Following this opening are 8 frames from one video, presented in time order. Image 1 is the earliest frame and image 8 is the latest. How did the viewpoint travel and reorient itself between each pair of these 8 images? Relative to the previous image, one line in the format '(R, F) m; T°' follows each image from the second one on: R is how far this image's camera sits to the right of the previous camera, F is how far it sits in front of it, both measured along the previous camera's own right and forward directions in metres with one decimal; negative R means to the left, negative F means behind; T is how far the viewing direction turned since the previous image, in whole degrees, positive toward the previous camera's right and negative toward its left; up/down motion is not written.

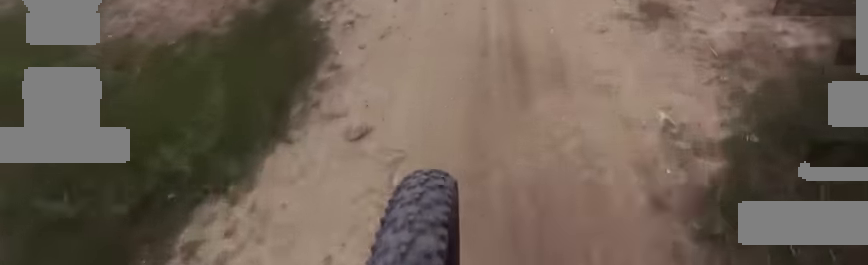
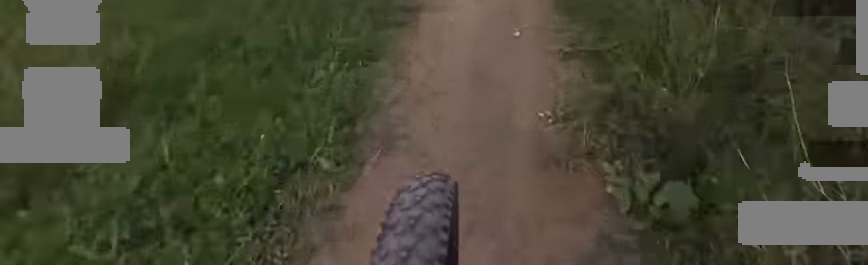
(+0.3, +6.4) m; 0°
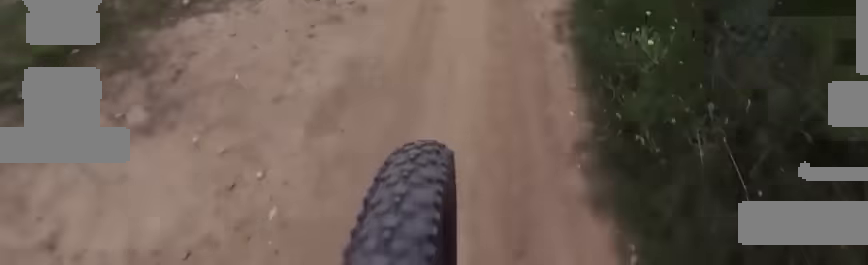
(-0.2, +13.6) m; -2°
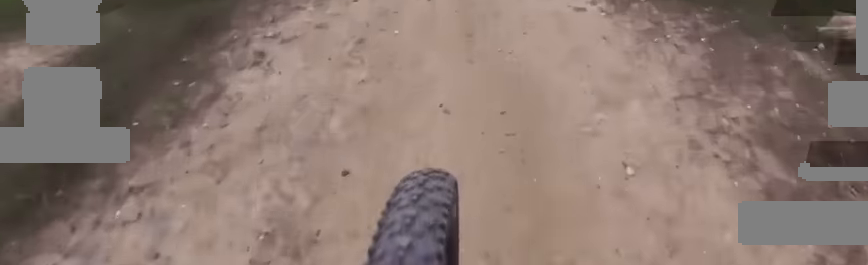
(+0.3, +4.2) m; -3°
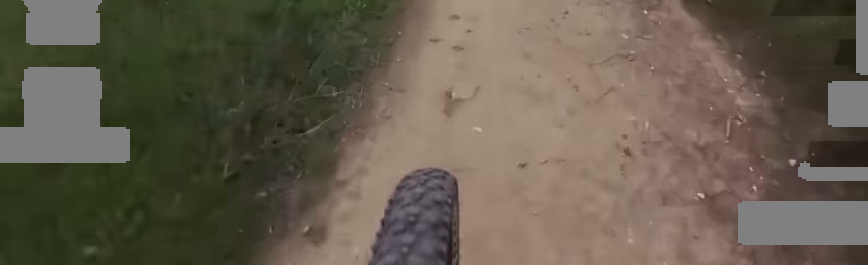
(-1.4, +10.9) m; -10°
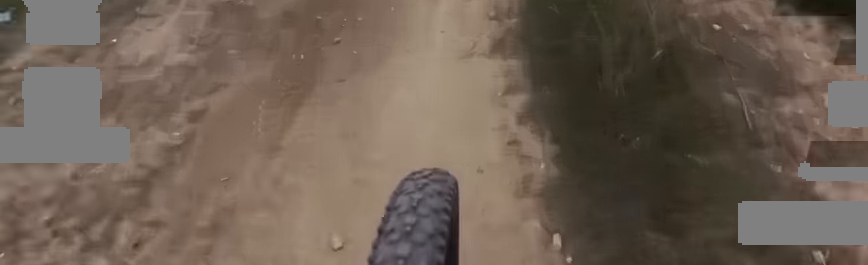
(-0.1, +7.1) m; -4°
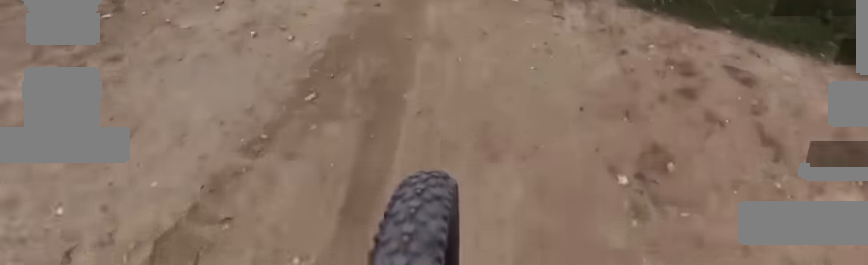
(-0.3, +3.3) m; 0°
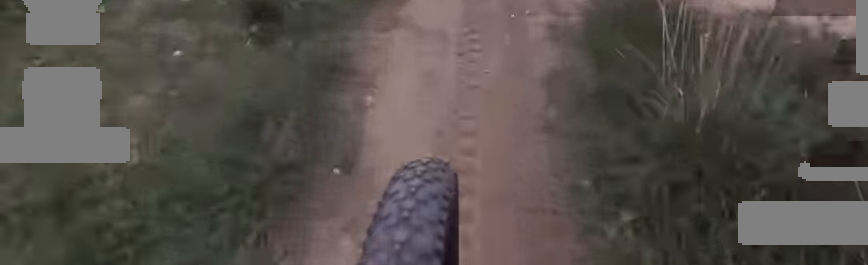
(-0.2, +5.6) m; +3°
